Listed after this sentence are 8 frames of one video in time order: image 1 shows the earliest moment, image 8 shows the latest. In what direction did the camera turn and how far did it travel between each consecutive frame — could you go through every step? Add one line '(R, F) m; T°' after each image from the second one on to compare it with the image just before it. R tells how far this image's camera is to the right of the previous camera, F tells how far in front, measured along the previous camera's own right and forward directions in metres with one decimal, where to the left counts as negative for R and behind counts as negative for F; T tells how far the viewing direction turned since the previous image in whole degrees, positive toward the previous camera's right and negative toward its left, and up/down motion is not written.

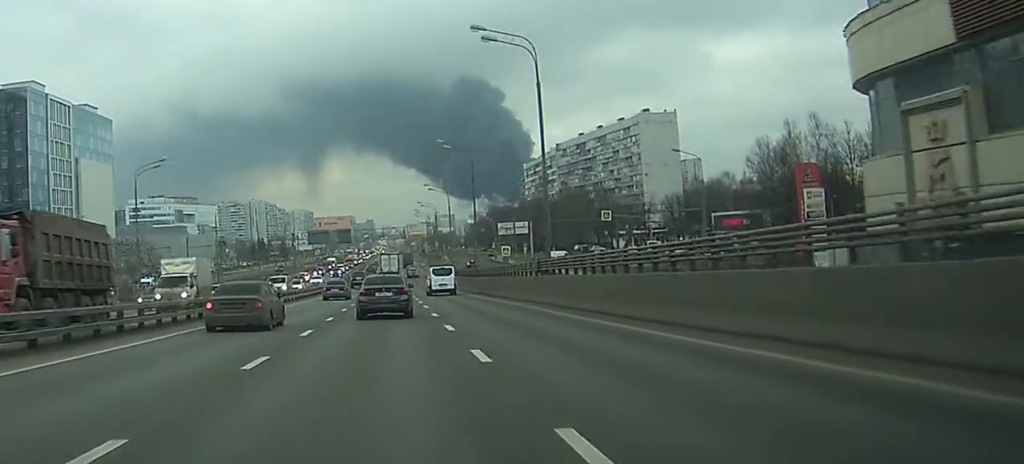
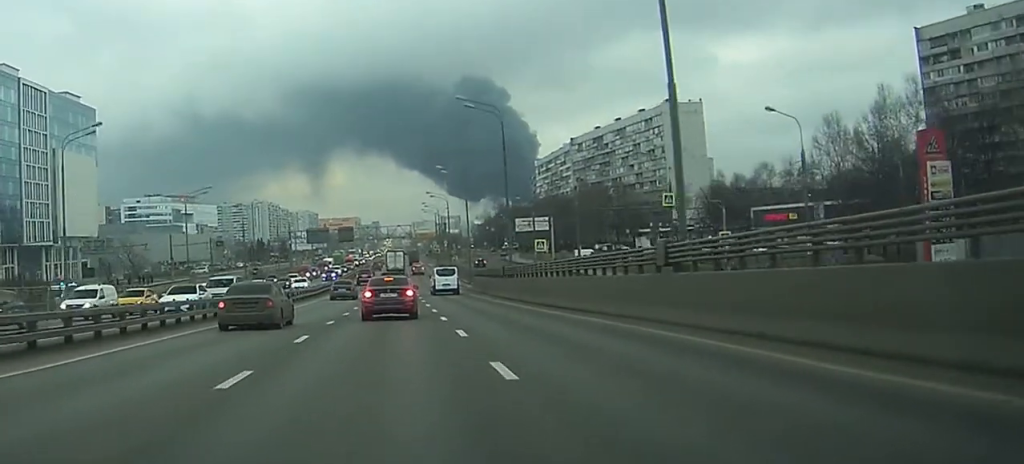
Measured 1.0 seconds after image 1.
(+0.1, +18.3) m; 0°
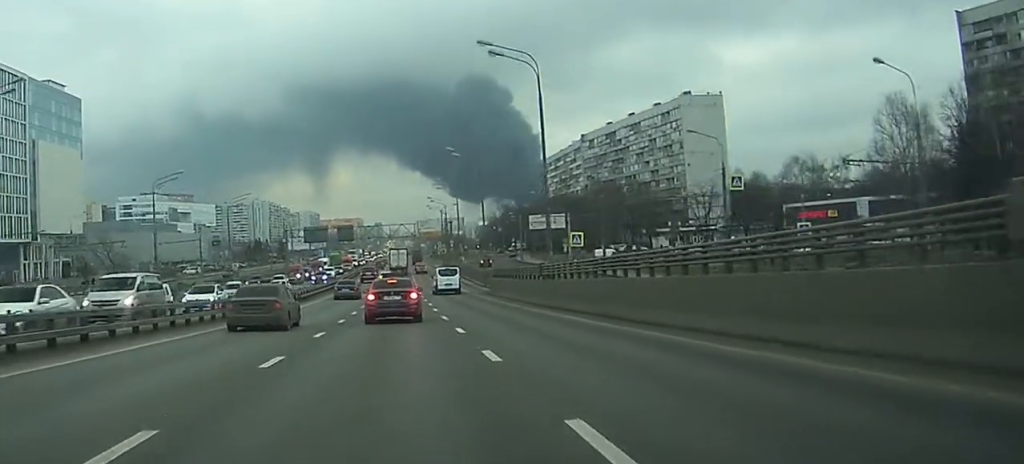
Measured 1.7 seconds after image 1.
(-0.1, +13.3) m; -1°
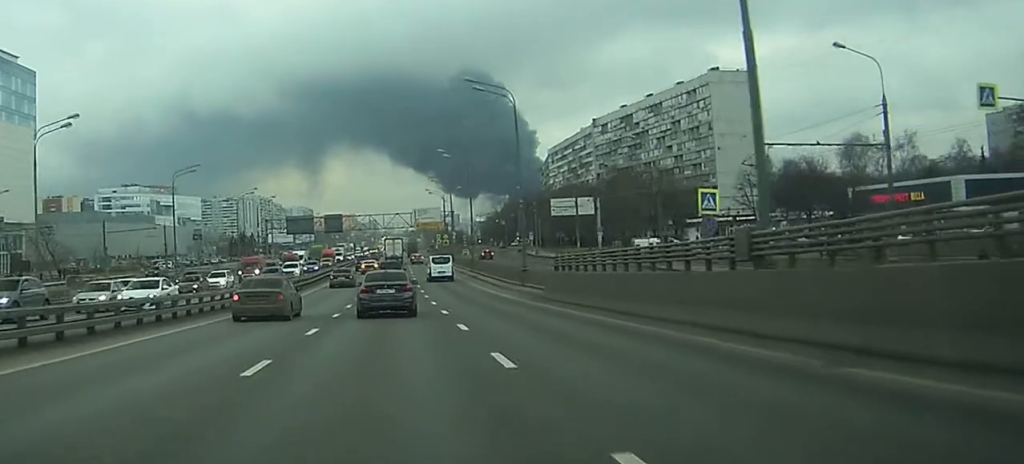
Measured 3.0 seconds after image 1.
(-0.2, +25.6) m; 0°
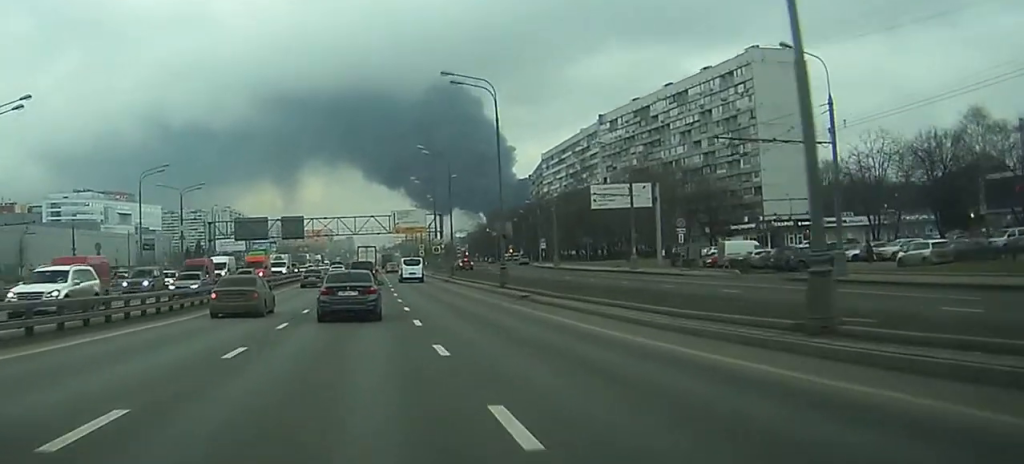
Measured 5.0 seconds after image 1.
(+0.2, +38.0) m; +1°
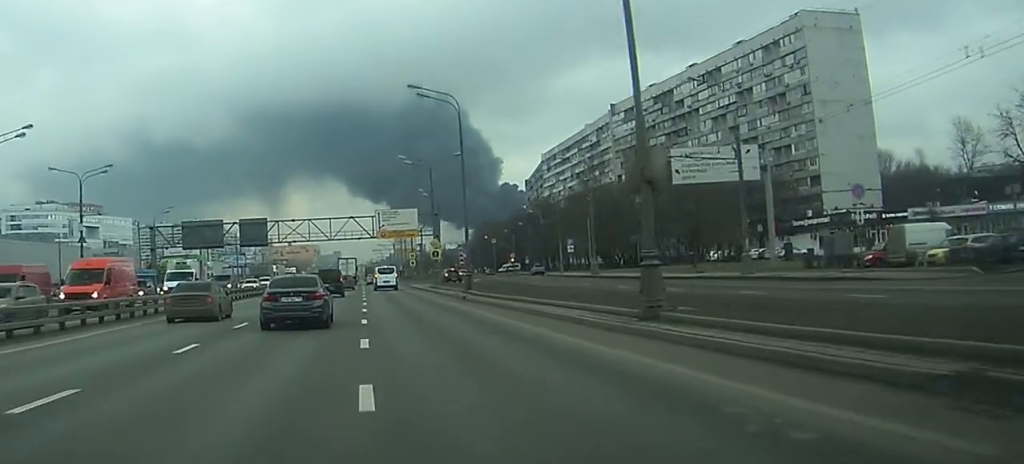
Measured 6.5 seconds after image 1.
(+0.4, +29.9) m; +2°
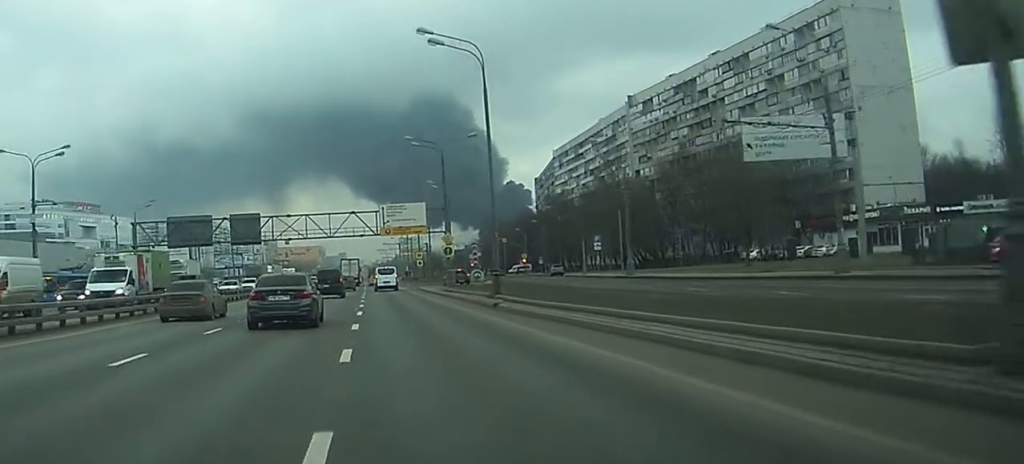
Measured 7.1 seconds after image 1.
(+0.1, +11.3) m; +1°
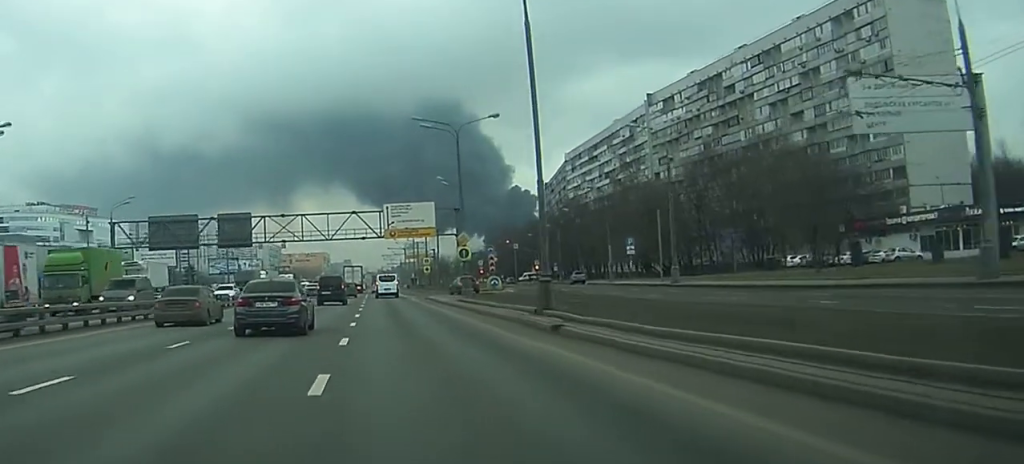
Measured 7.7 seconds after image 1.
(0.0, +11.3) m; 0°
